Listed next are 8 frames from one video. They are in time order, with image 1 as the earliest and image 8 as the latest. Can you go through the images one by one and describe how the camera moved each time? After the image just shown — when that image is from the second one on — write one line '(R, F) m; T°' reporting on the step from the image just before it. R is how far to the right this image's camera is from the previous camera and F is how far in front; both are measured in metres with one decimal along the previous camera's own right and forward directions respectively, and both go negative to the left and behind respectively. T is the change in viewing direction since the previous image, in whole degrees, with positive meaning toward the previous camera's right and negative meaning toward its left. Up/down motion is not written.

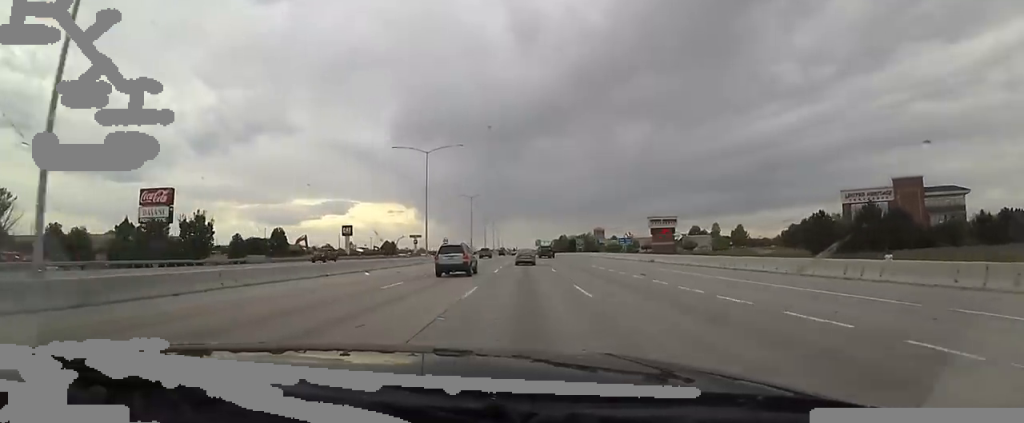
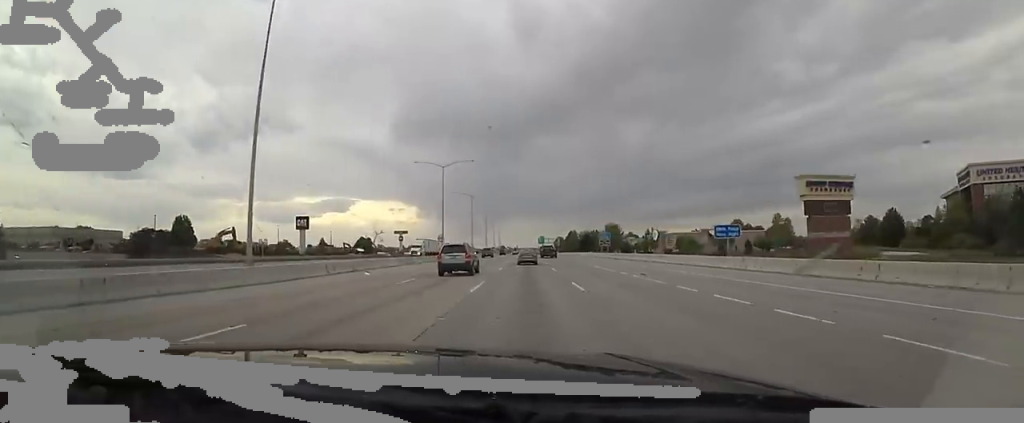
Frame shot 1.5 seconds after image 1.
(0.0, +43.0) m; 0°
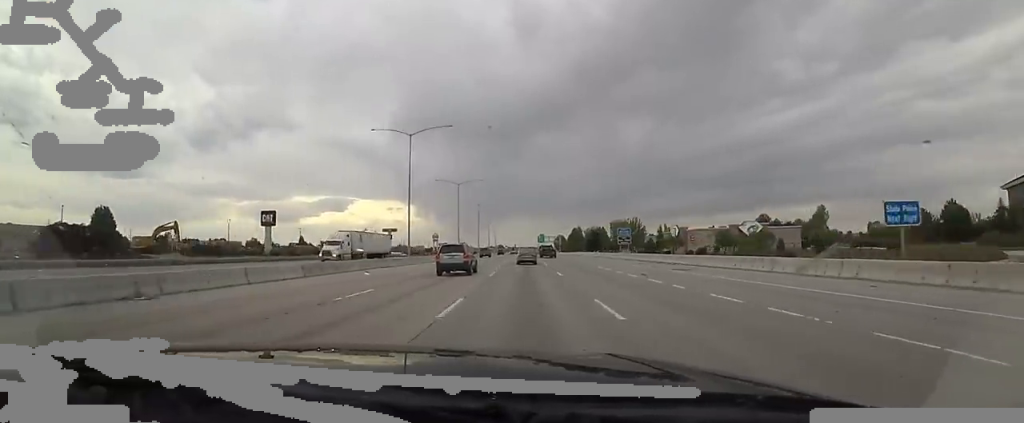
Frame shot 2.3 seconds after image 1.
(0.0, +21.2) m; 0°
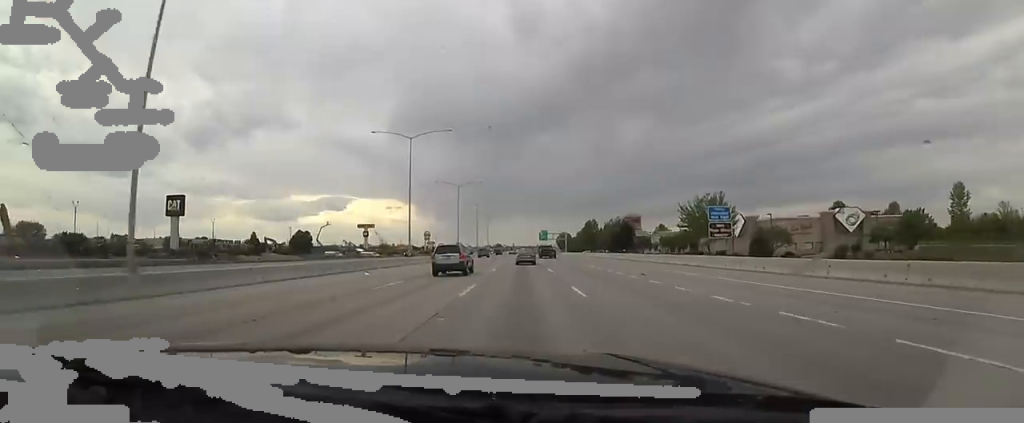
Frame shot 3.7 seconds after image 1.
(0.0, +40.5) m; 0°
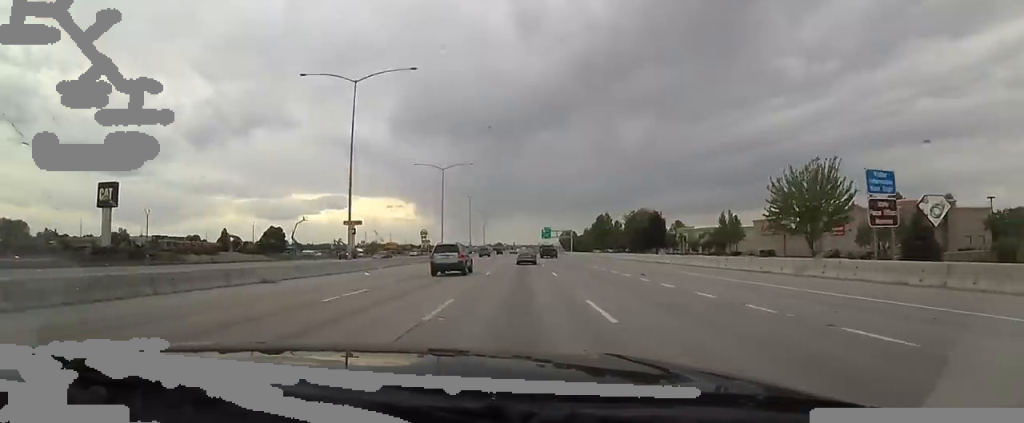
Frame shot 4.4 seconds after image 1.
(0.0, +20.0) m; 0°
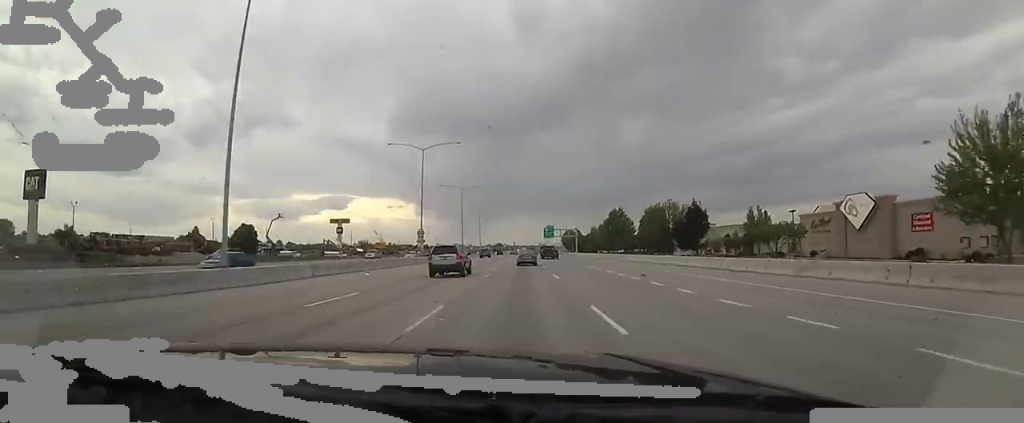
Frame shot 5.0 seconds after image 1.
(0.0, +16.5) m; 0°
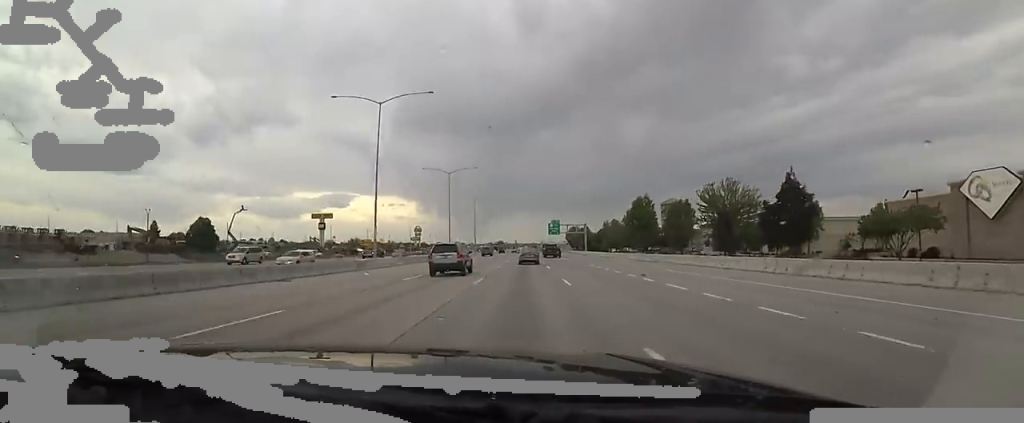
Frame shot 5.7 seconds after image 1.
(0.0, +20.5) m; 0°
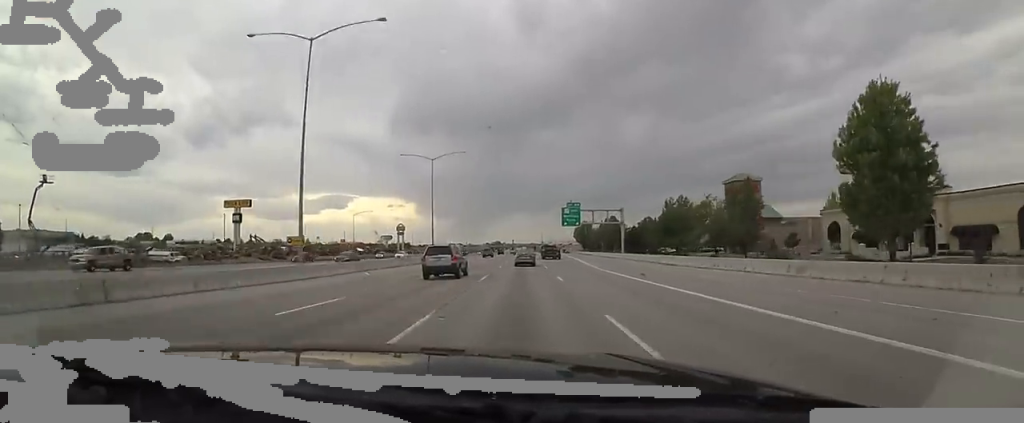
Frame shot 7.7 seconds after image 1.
(0.0, +56.8) m; 0°
